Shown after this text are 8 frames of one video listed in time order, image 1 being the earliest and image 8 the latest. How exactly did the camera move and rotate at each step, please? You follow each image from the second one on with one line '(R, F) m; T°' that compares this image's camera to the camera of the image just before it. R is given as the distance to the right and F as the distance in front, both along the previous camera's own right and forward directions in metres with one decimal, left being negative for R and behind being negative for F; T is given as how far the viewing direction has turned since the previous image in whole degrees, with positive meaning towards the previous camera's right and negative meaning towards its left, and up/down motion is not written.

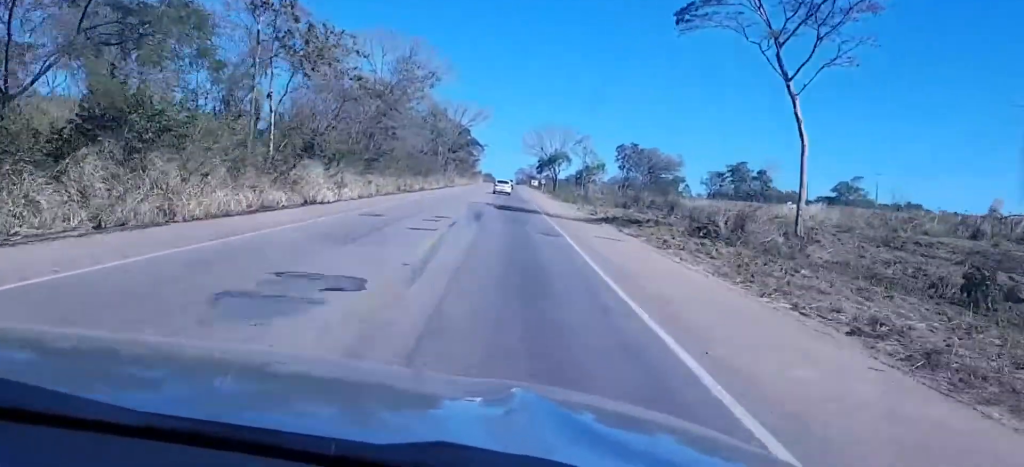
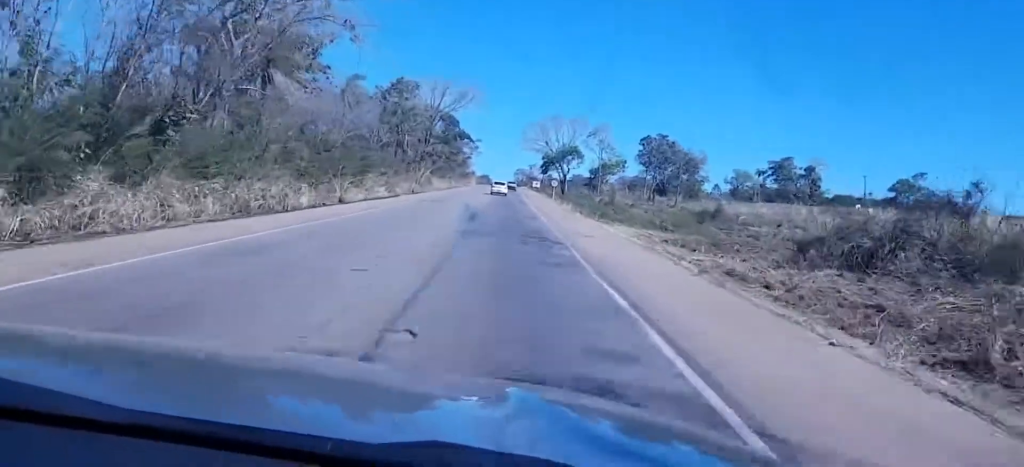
(-1.0, +47.0) m; -2°
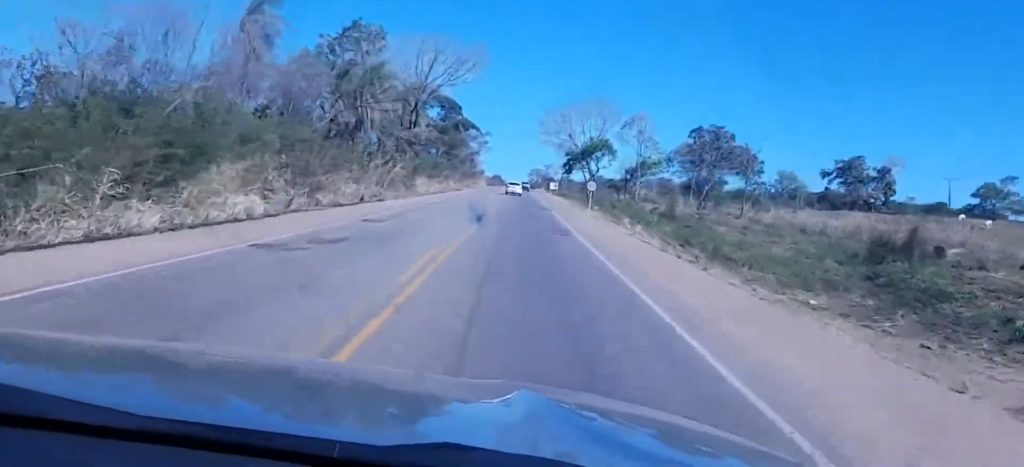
(0.0, +38.1) m; 0°
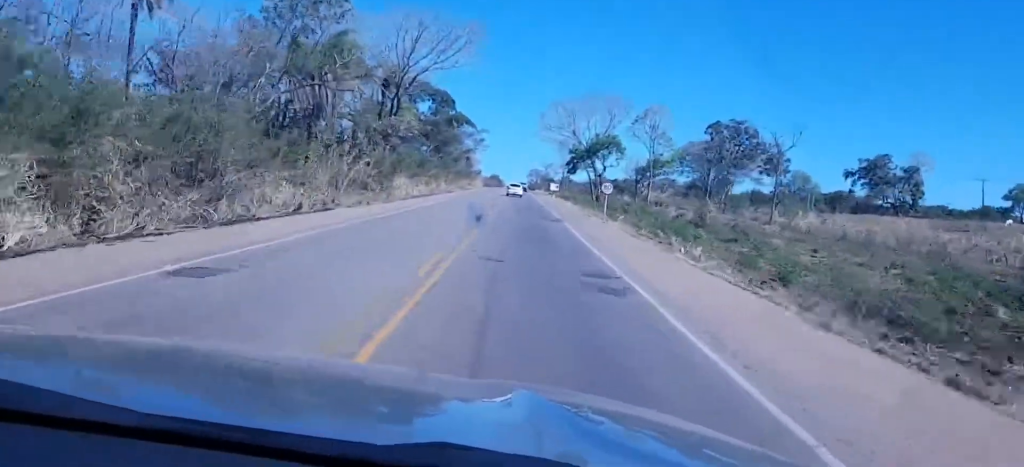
(0.0, +15.6) m; 0°
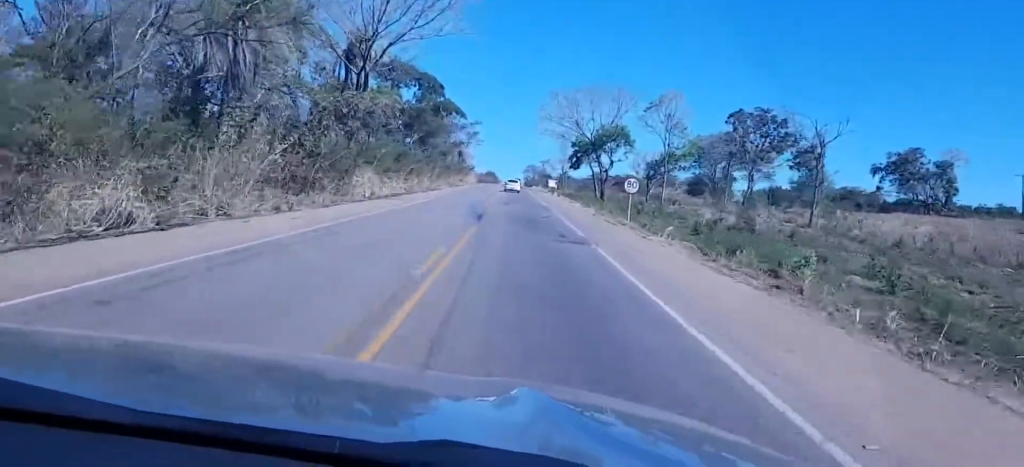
(+0.1, +16.7) m; 0°
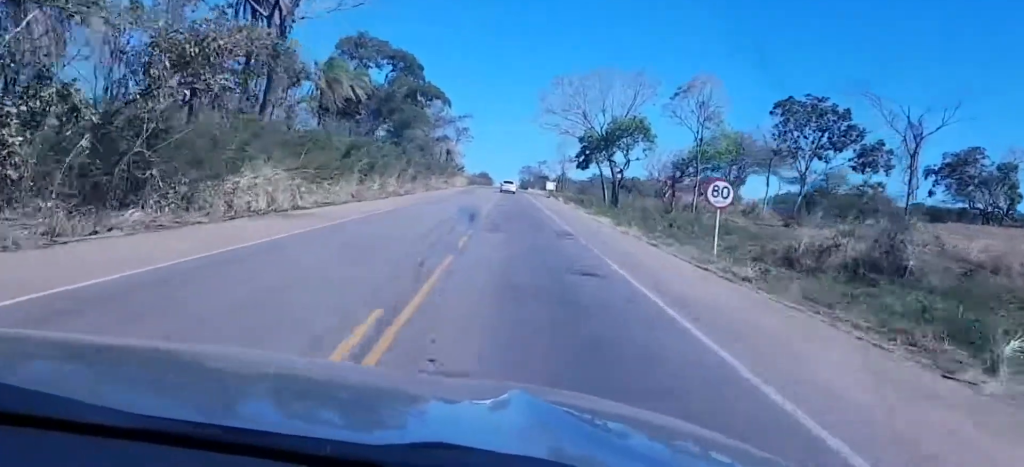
(+0.2, +23.1) m; 0°
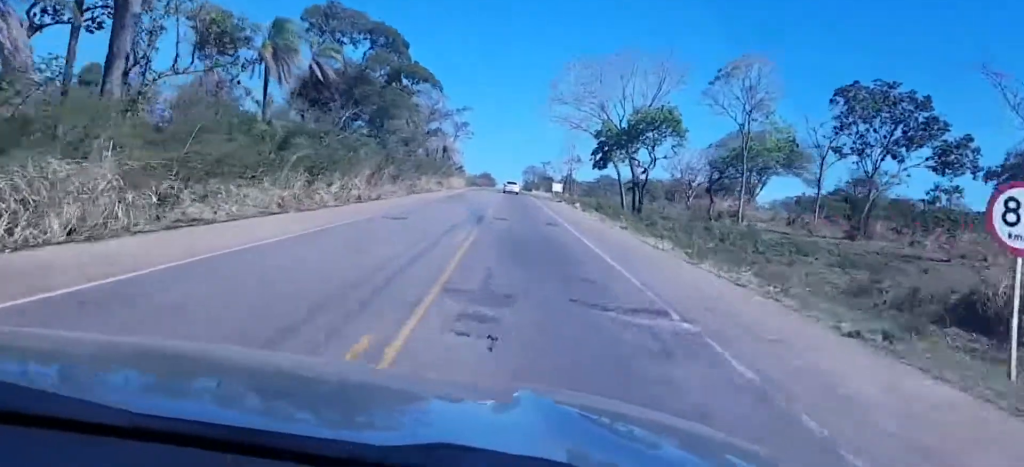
(-0.2, +17.9) m; 0°
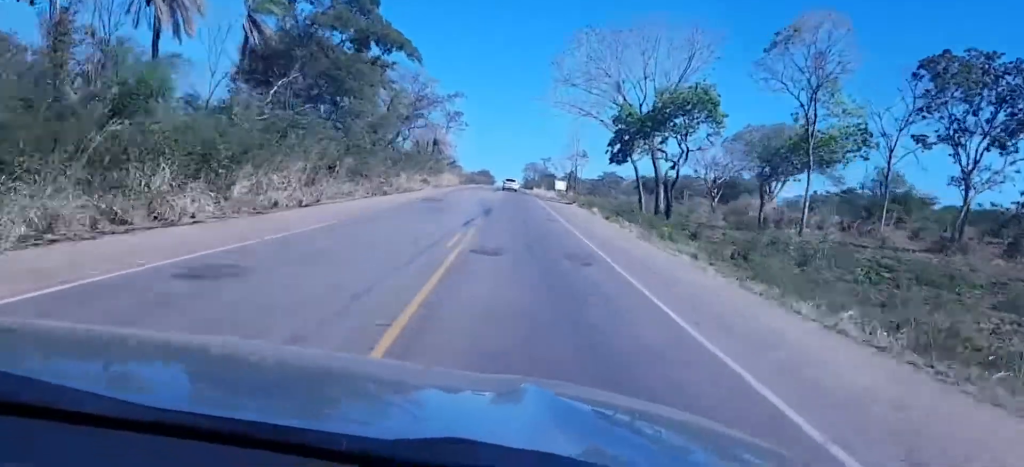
(+0.1, +16.9) m; 0°
